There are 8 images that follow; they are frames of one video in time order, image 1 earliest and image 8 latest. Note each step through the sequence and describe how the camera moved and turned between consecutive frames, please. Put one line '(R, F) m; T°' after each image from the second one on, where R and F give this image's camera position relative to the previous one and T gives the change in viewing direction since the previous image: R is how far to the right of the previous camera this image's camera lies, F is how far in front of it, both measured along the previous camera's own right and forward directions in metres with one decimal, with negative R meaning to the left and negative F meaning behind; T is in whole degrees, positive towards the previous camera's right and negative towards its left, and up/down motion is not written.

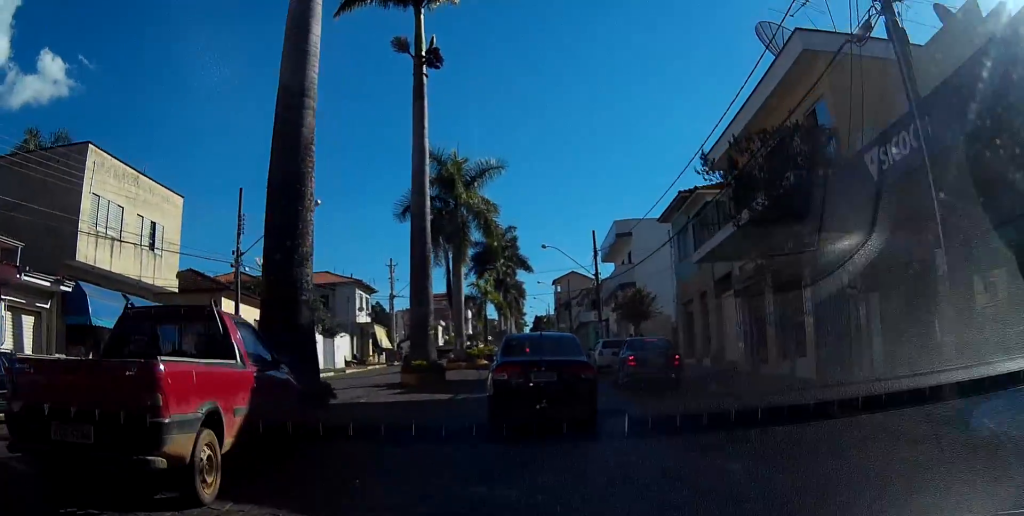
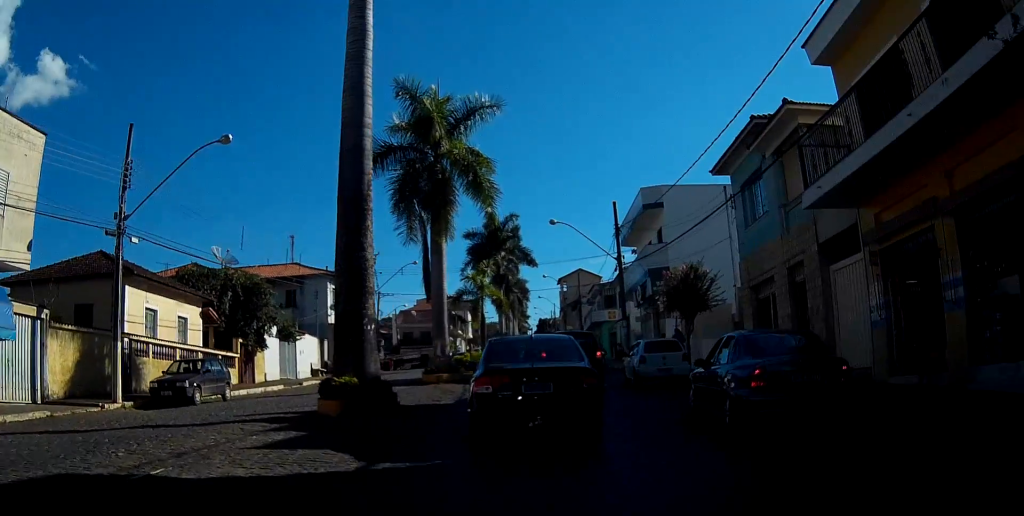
(+0.1, +10.2) m; 0°
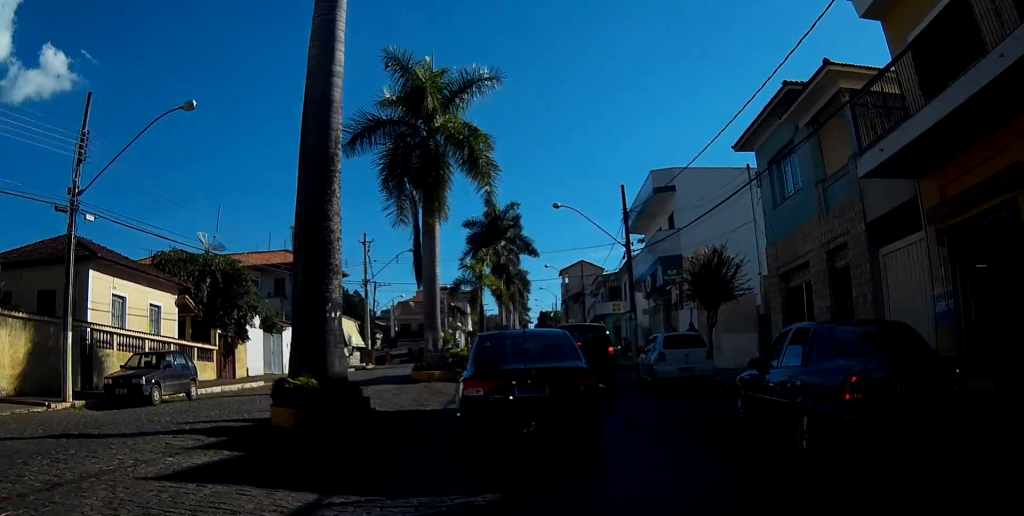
(+0.1, +2.8) m; 0°
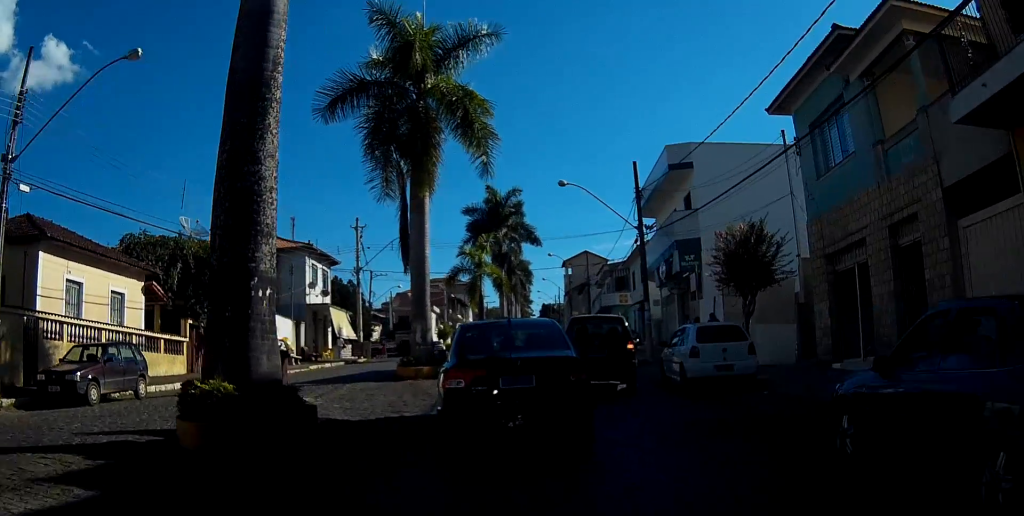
(-0.1, +3.3) m; -1°
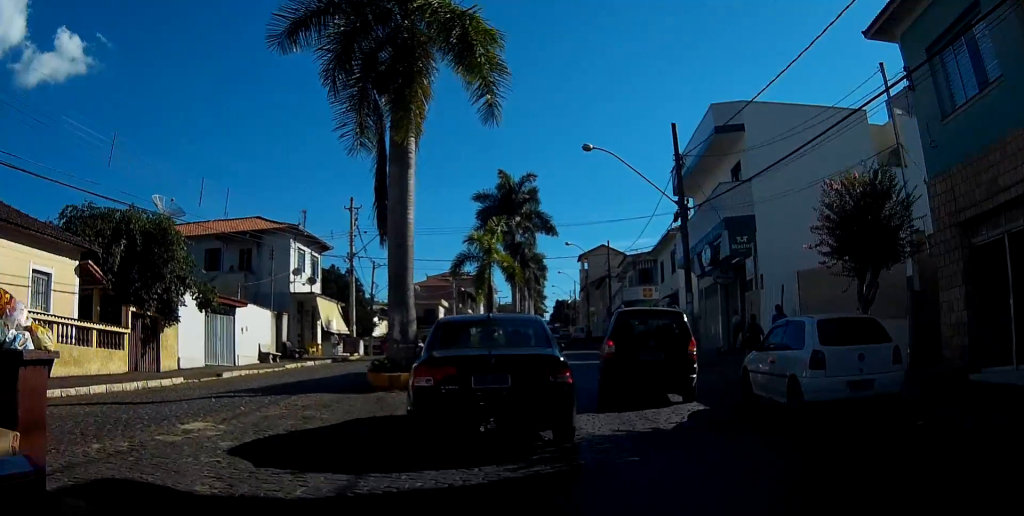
(-0.1, +6.0) m; 0°
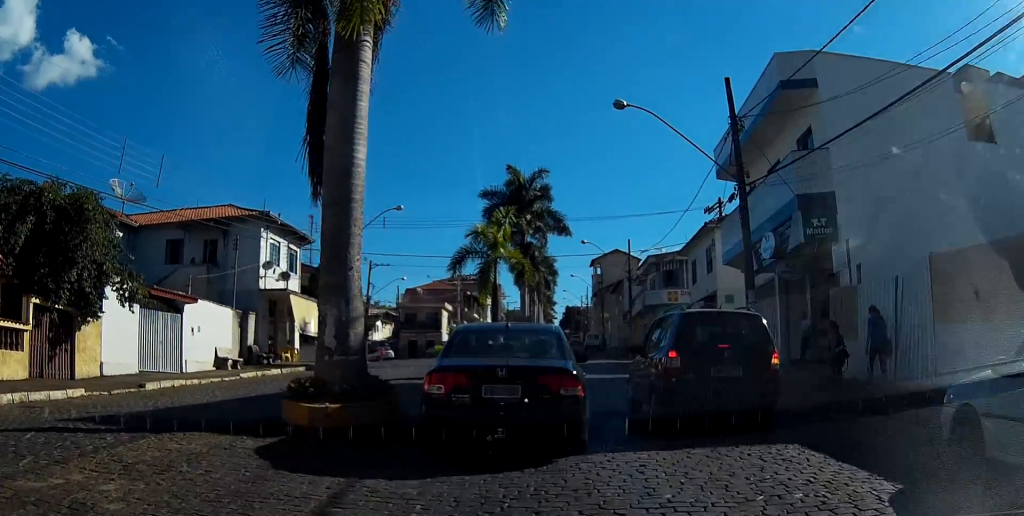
(+0.1, +6.5) m; 0°
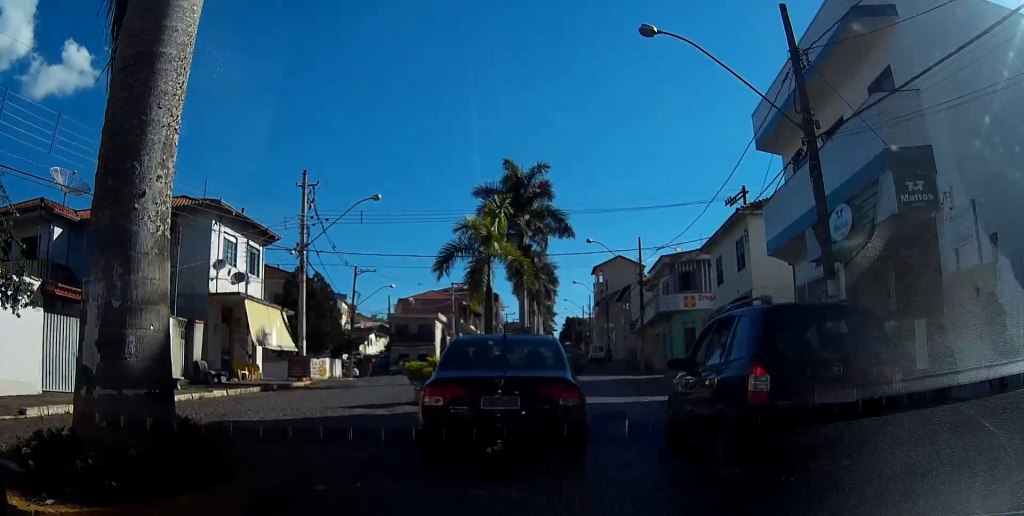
(-0.1, +5.7) m; -2°
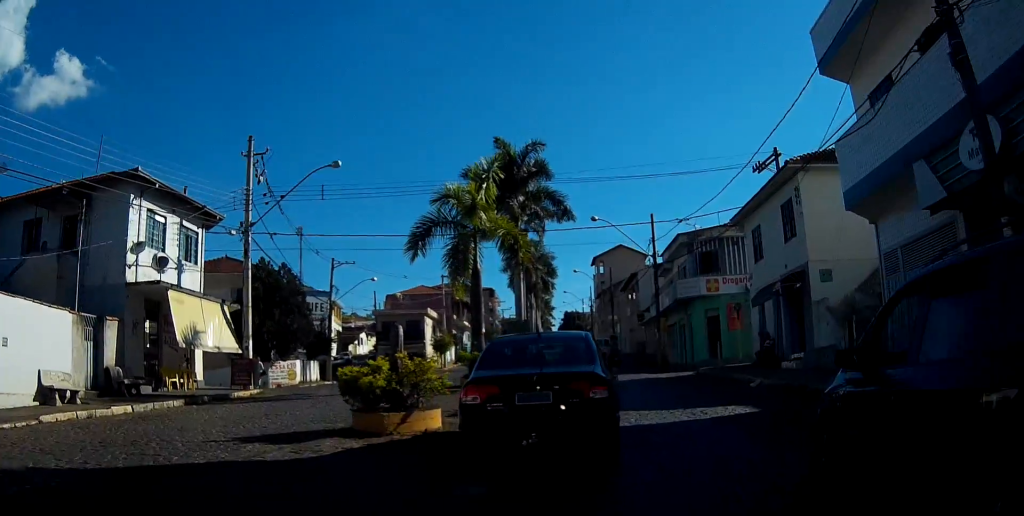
(0.0, +6.3) m; +3°
